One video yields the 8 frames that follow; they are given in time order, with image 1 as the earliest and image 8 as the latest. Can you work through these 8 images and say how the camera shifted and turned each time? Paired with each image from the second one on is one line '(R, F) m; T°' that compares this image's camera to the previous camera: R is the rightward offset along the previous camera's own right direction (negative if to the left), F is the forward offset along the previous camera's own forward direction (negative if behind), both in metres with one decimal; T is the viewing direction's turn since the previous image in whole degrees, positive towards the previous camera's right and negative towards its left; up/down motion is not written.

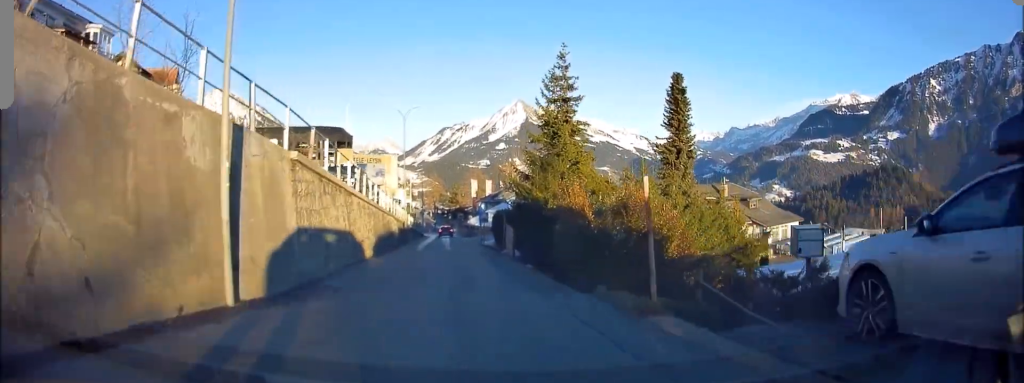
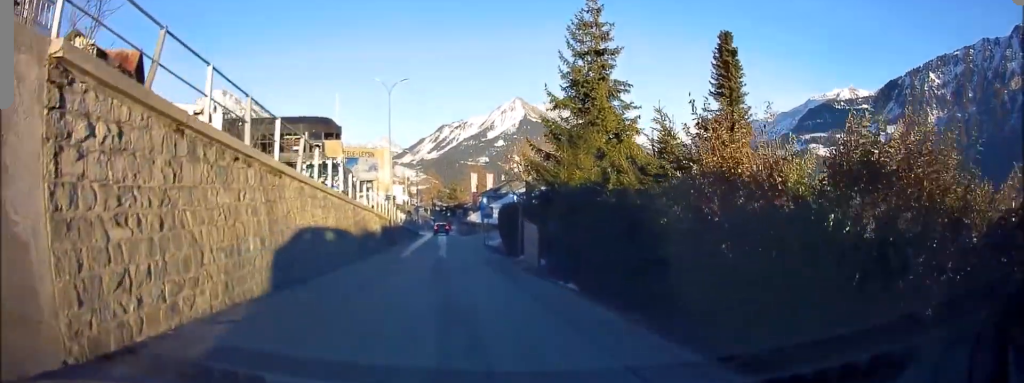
(0.0, +7.7) m; -2°
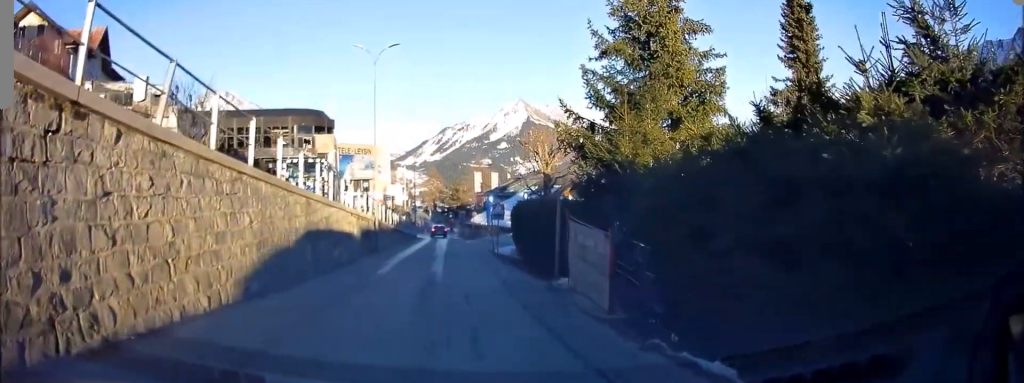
(-0.1, +7.4) m; -1°
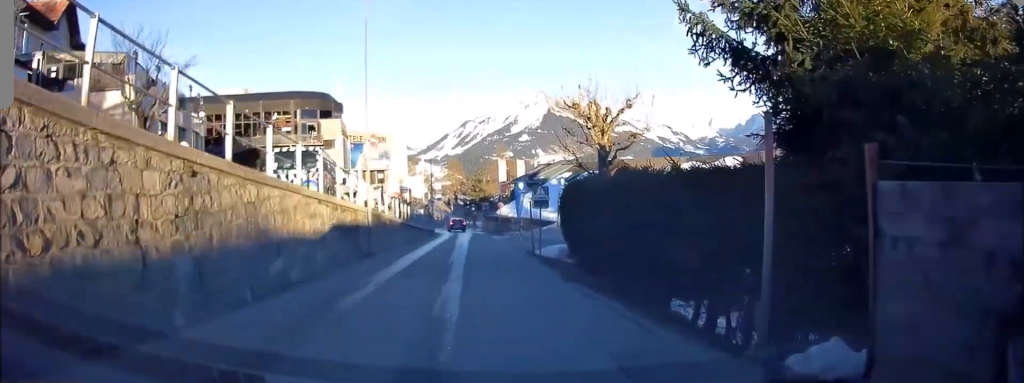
(-0.1, +8.2) m; +1°
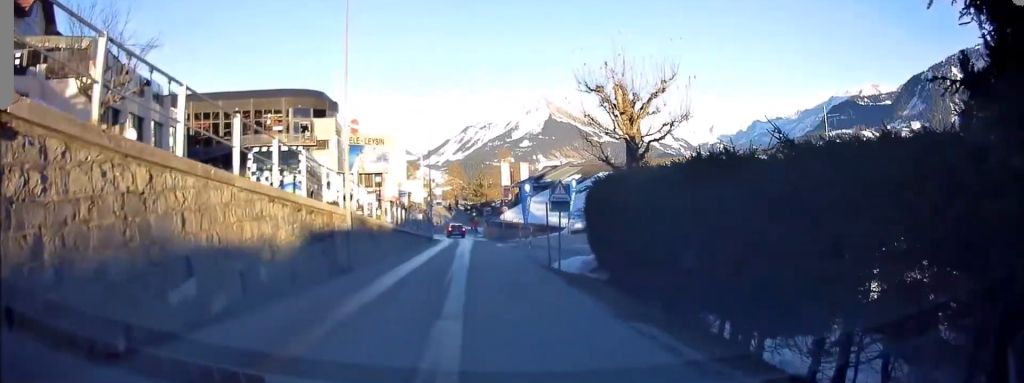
(+0.1, +3.8) m; +1°
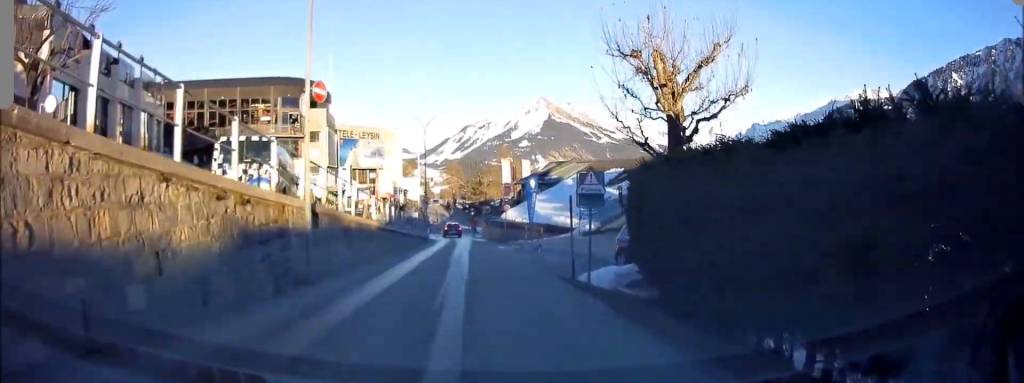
(0.0, +4.3) m; +1°
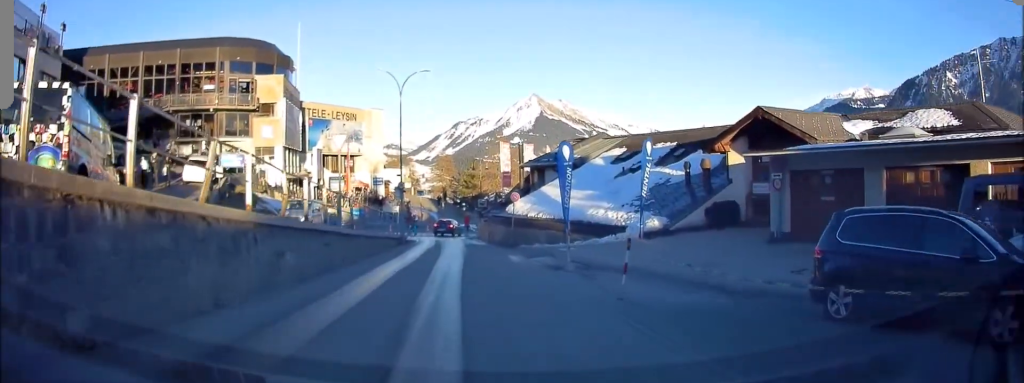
(+0.2, +12.7) m; -2°
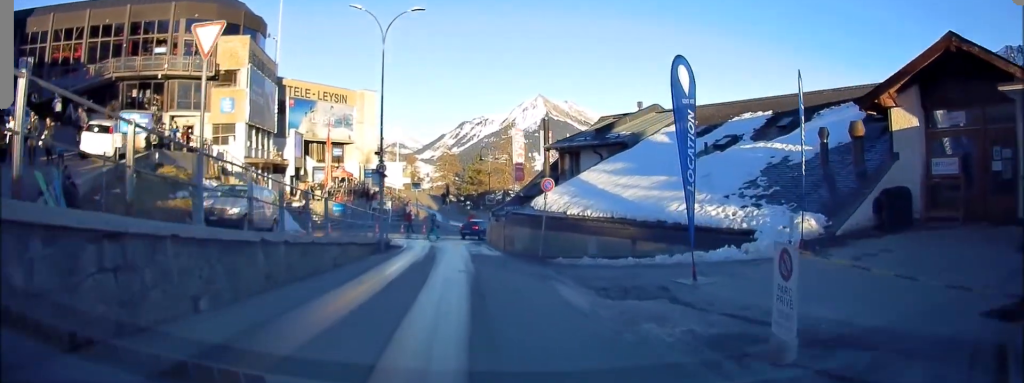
(-0.7, +10.3) m; -3°
